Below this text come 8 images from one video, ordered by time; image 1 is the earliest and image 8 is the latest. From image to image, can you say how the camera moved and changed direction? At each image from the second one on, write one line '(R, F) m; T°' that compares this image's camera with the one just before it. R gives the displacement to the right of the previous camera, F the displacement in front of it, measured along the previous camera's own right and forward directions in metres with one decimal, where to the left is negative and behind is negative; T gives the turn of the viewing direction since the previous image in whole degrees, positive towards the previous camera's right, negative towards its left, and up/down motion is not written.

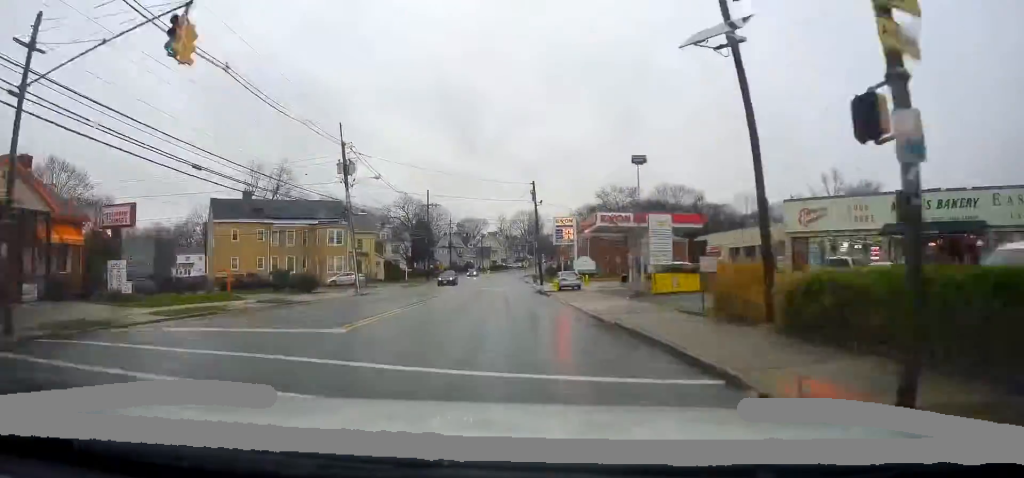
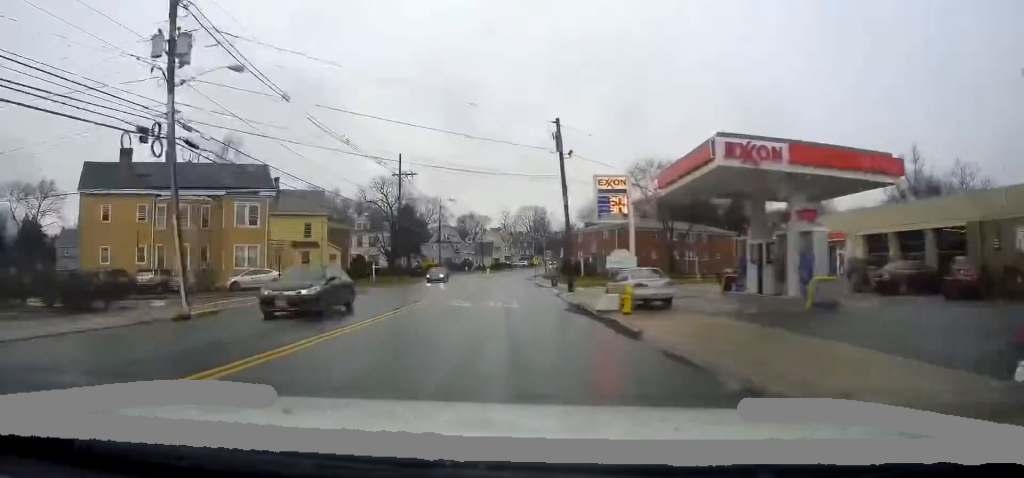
(+0.2, +23.5) m; +1°
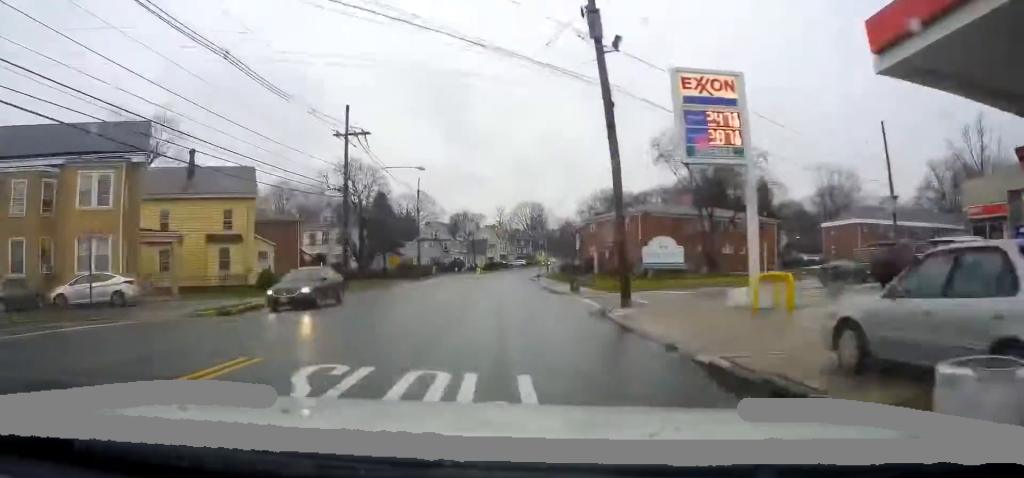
(+0.1, +16.7) m; 0°
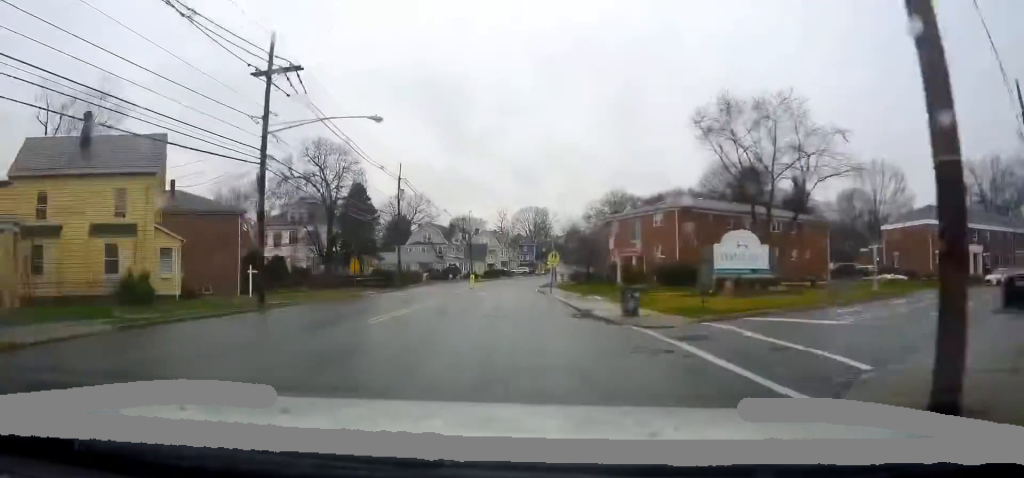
(0.0, +13.3) m; 0°
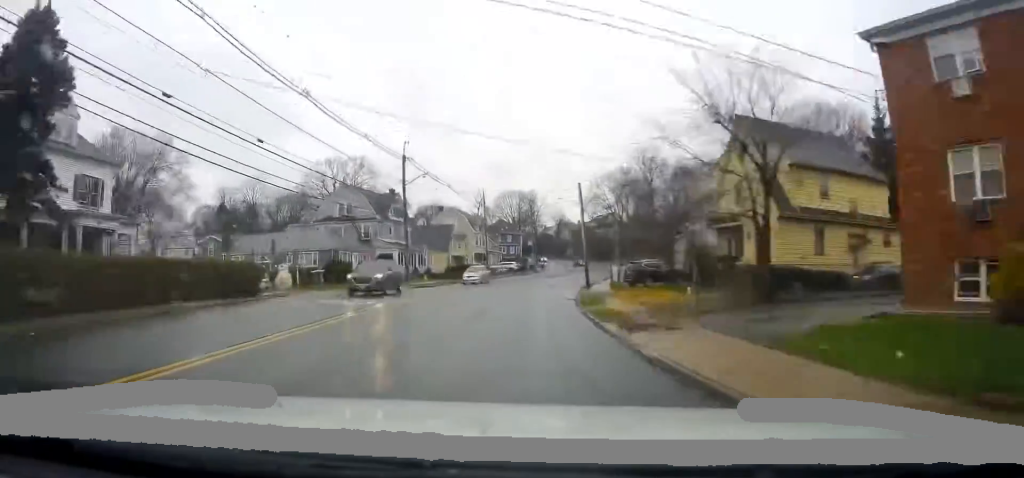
(+0.6, +49.6) m; +2°
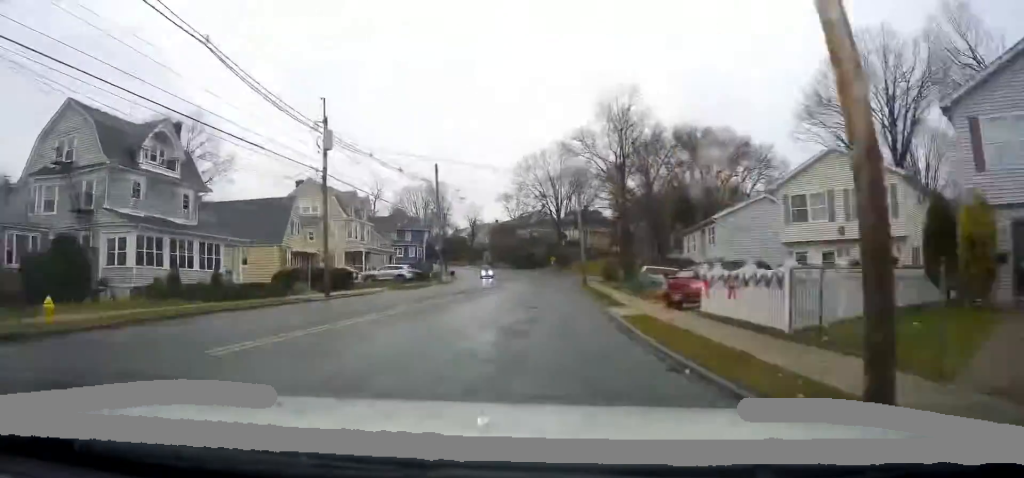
(+1.4, +38.7) m; +6°
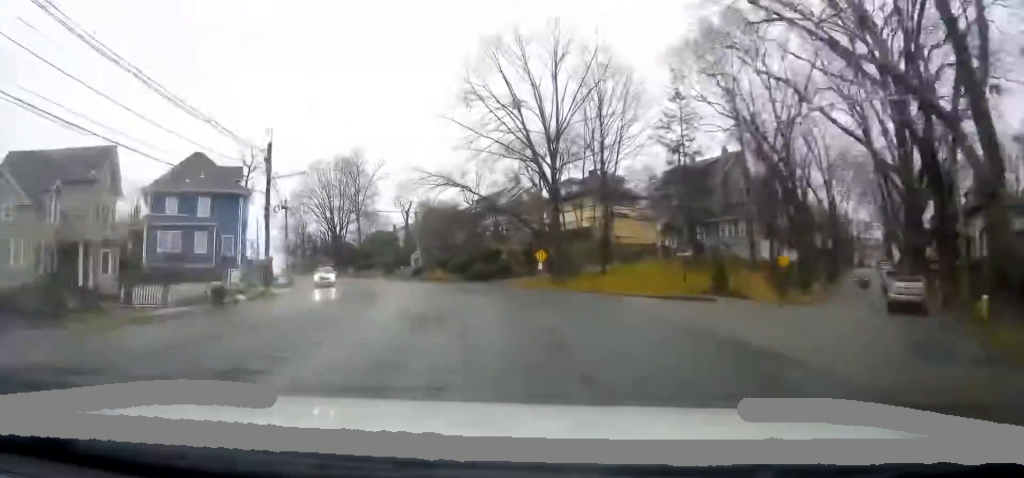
(+4.6, +63.3) m; +2°
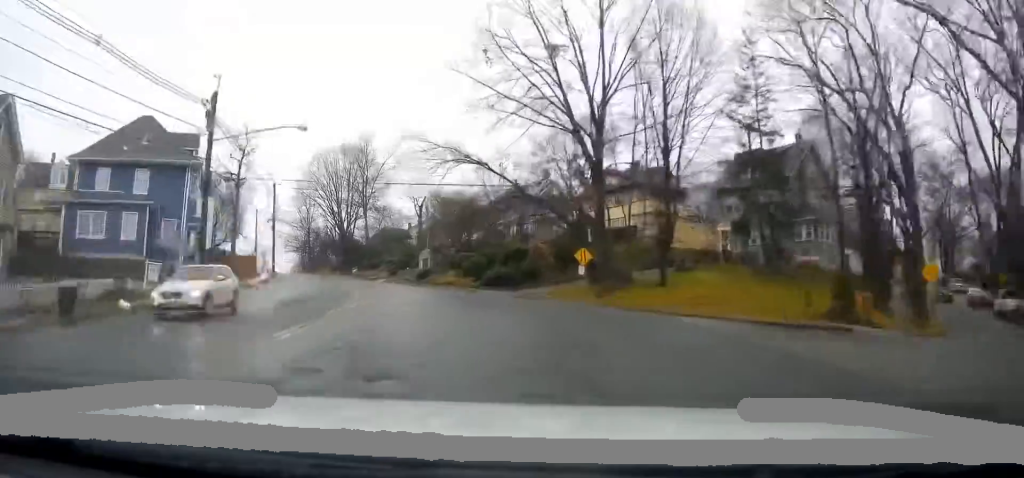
(-0.1, +12.2) m; -2°
